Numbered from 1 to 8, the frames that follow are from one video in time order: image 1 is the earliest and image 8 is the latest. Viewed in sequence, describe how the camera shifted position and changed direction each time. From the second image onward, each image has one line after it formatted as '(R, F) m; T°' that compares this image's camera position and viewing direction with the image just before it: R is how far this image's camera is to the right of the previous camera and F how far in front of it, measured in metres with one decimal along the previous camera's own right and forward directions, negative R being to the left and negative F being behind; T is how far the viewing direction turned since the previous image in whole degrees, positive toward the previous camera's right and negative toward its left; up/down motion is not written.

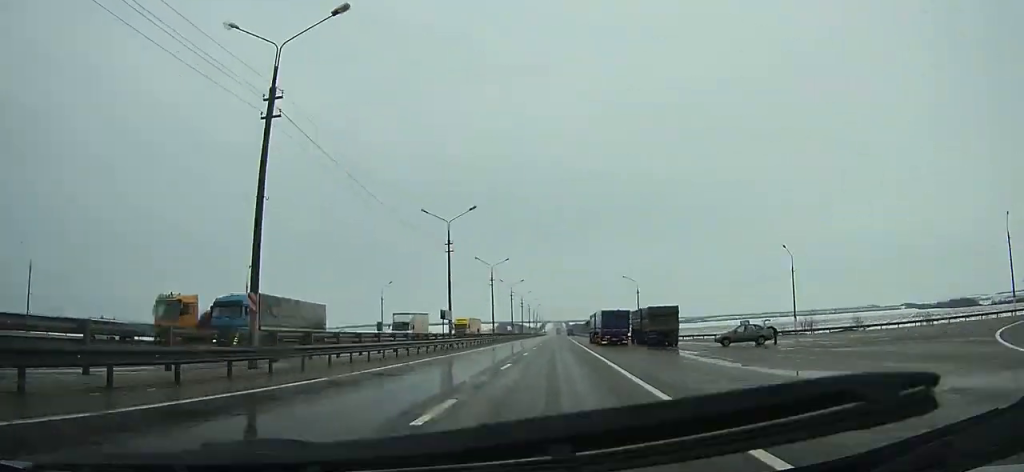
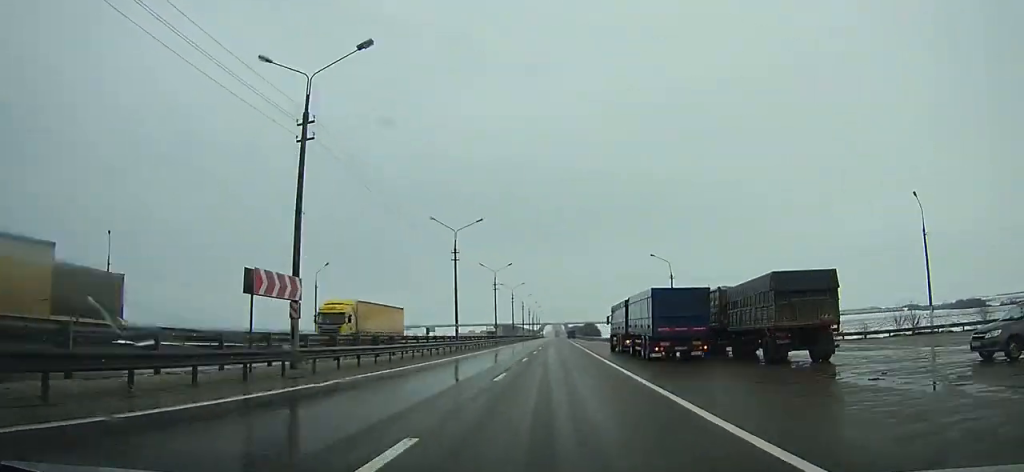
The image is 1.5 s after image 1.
(-0.1, +28.1) m; 0°
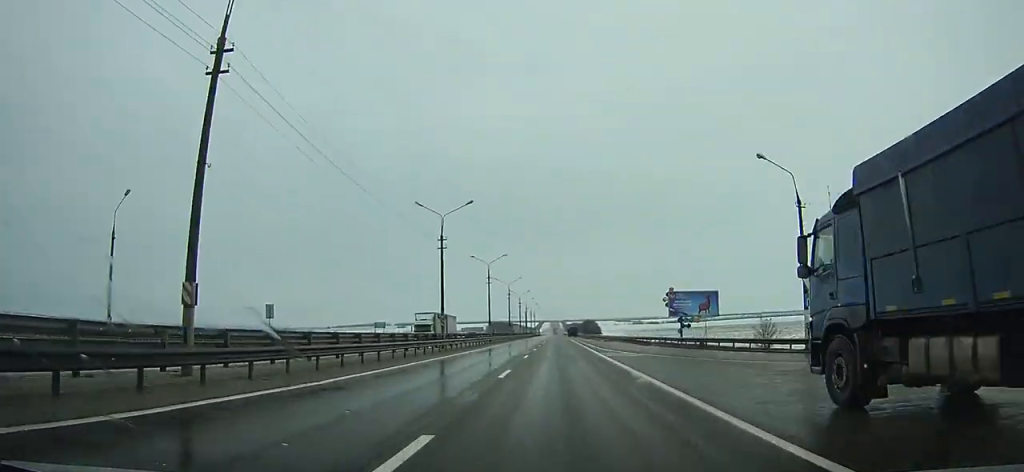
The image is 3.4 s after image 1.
(+0.1, +37.5) m; 0°
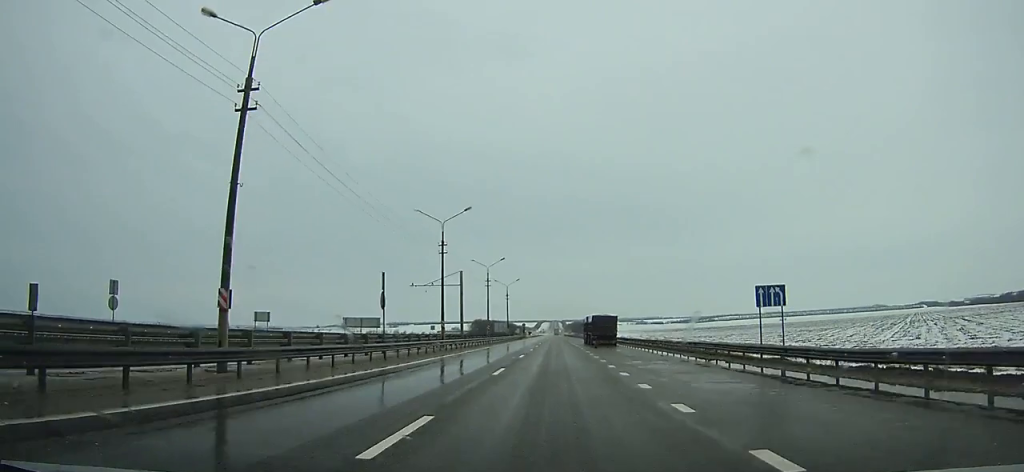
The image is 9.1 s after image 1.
(+0.1, +120.1) m; 0°
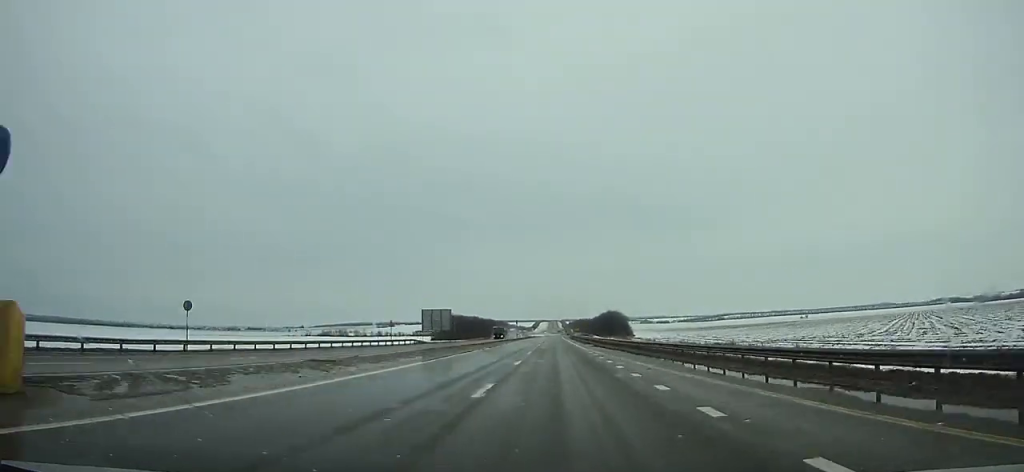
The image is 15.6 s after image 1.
(-0.1, +150.1) m; 0°
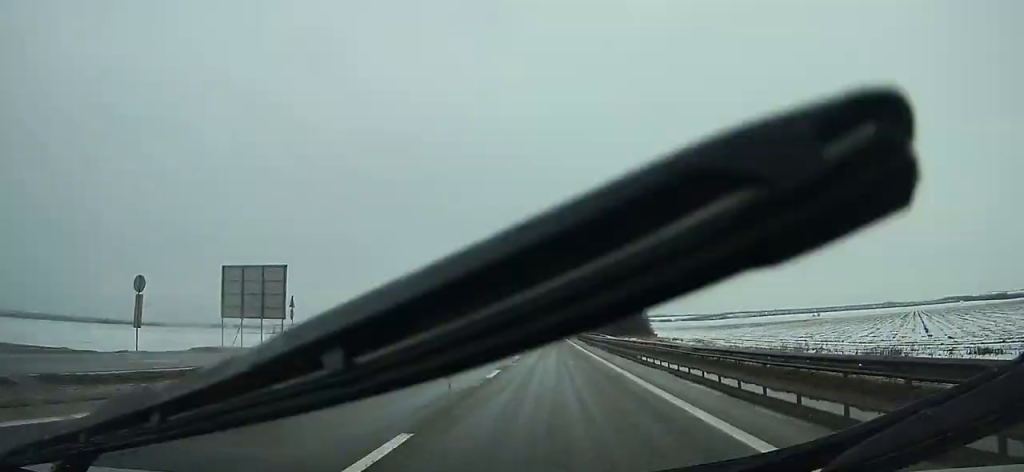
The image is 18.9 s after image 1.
(+0.3, +80.3) m; 0°
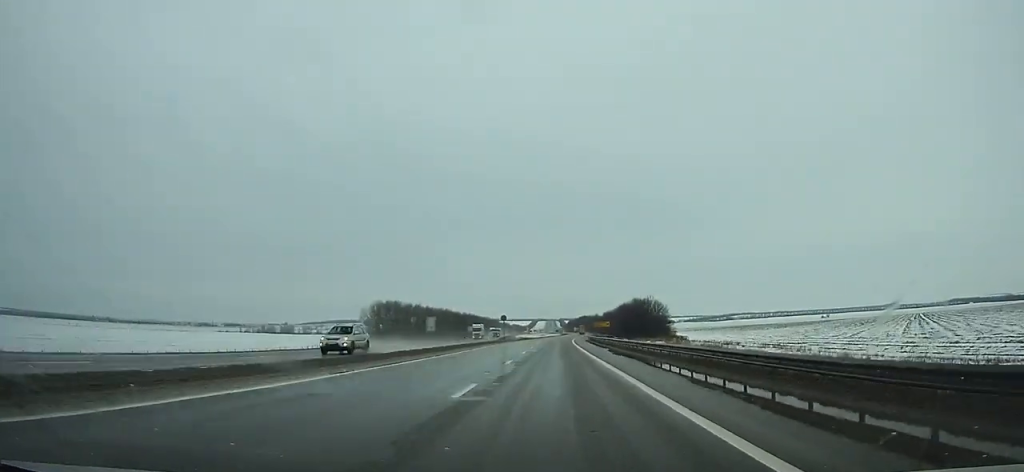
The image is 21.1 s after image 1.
(+0.1, +54.9) m; +1°
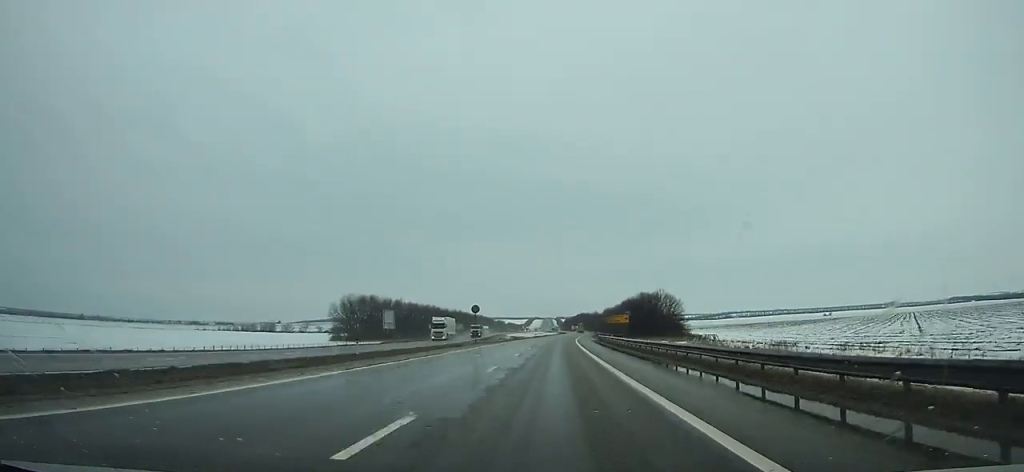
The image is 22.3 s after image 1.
(-0.2, +30.0) m; 0°
